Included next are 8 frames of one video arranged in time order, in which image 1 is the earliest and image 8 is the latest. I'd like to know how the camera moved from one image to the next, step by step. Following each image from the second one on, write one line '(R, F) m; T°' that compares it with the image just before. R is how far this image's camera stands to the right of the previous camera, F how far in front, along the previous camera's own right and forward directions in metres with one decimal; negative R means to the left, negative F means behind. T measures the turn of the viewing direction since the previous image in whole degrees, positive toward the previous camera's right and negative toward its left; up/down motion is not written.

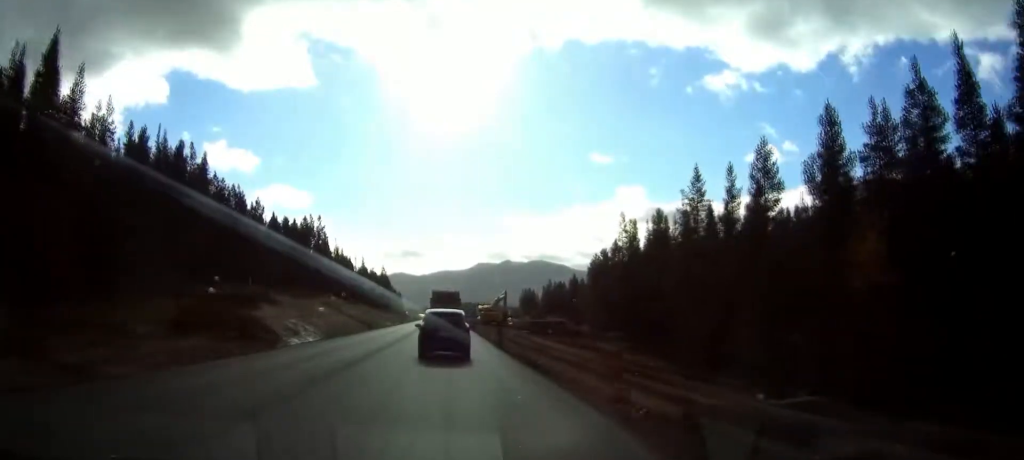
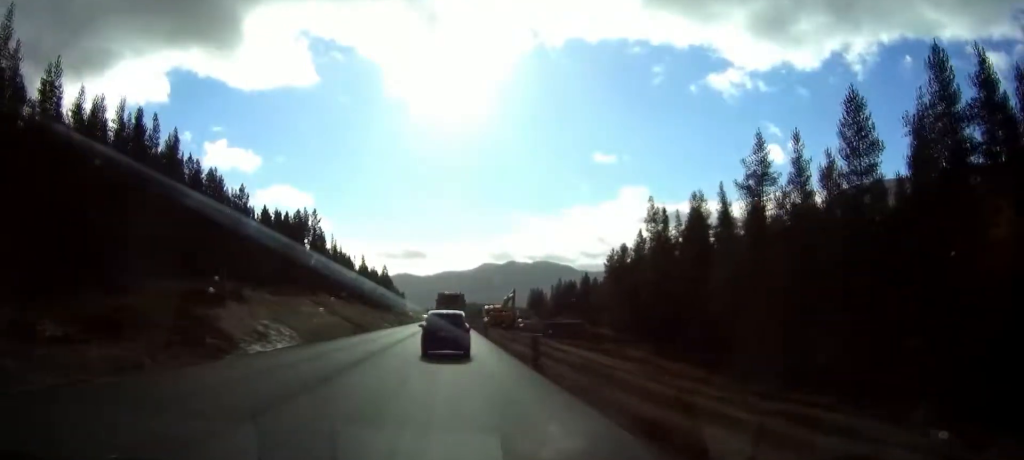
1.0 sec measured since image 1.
(0.0, +12.5) m; 0°
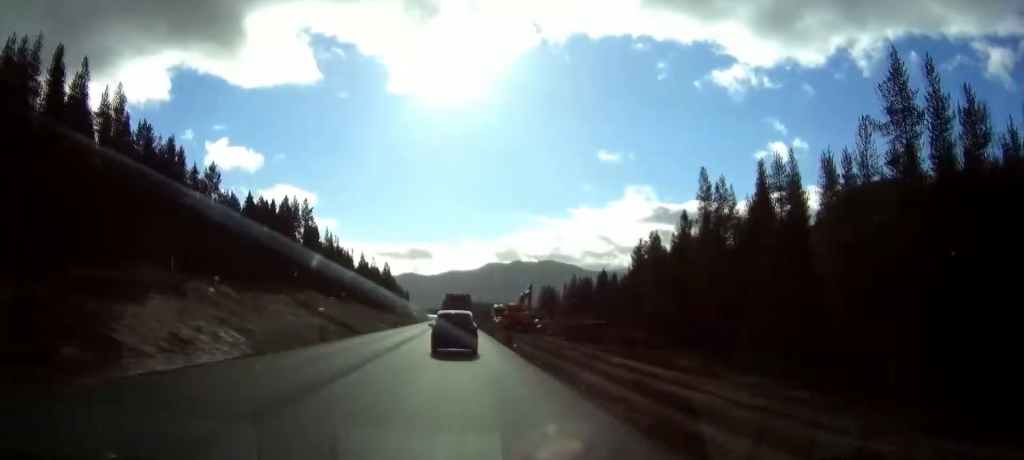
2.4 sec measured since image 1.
(0.0, +16.8) m; 0°
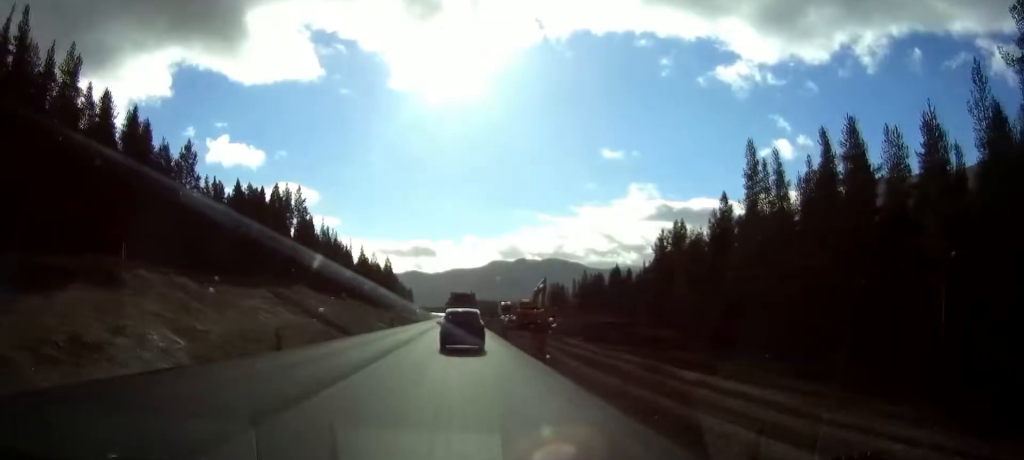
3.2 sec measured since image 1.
(0.0, +11.0) m; 0°
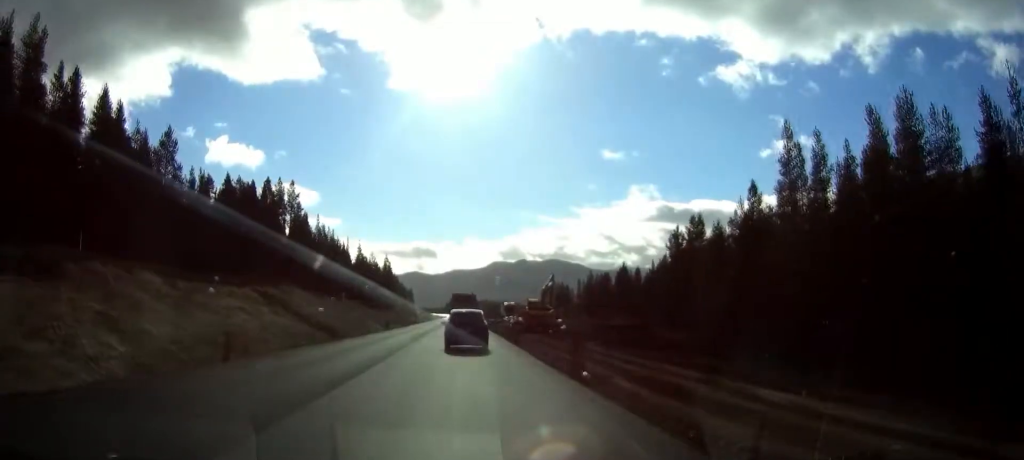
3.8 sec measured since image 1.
(0.0, +7.0) m; 0°
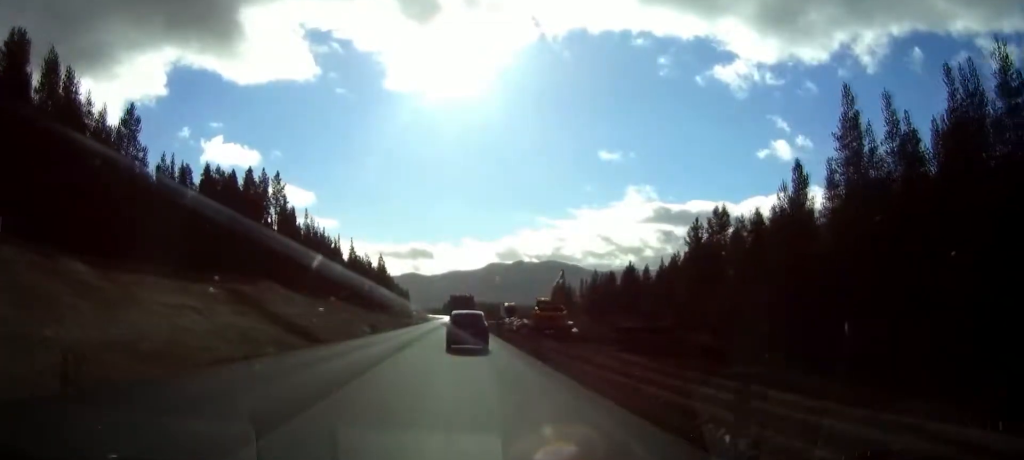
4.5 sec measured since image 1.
(+0.1, +9.9) m; 0°
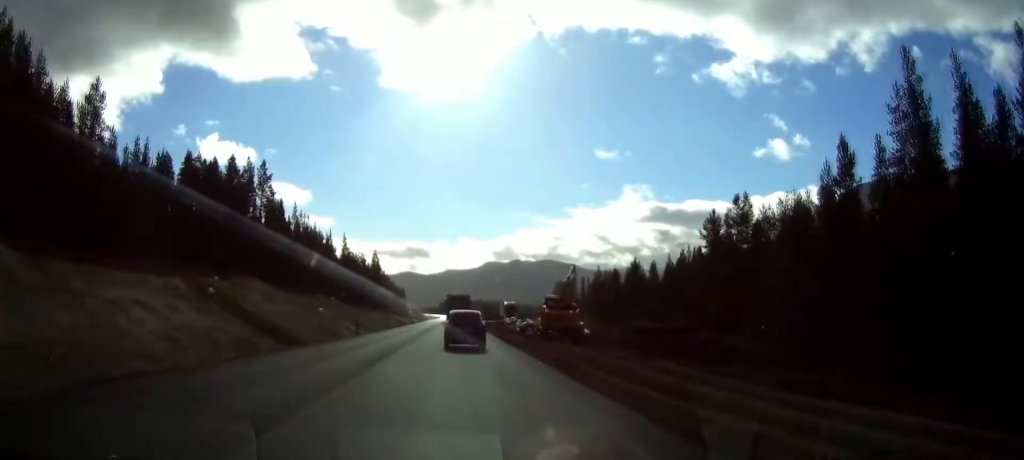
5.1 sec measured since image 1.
(0.0, +7.7) m; 0°
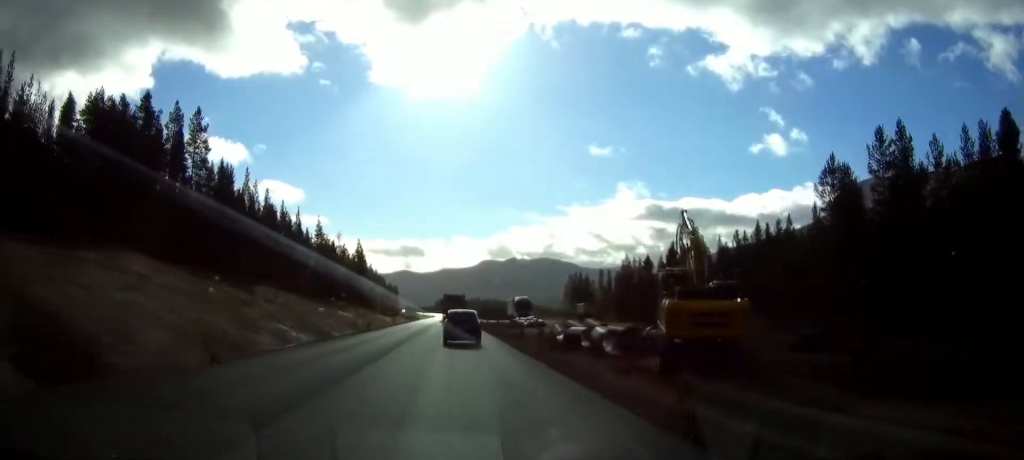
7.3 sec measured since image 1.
(+0.1, +31.1) m; 0°
